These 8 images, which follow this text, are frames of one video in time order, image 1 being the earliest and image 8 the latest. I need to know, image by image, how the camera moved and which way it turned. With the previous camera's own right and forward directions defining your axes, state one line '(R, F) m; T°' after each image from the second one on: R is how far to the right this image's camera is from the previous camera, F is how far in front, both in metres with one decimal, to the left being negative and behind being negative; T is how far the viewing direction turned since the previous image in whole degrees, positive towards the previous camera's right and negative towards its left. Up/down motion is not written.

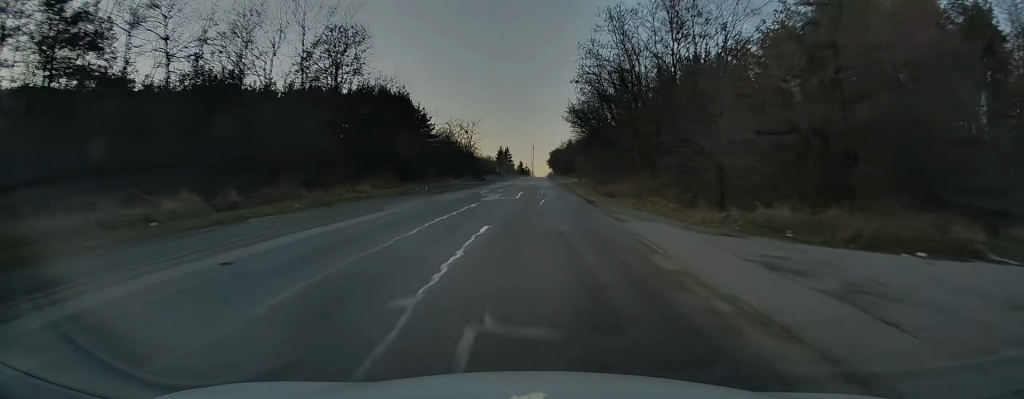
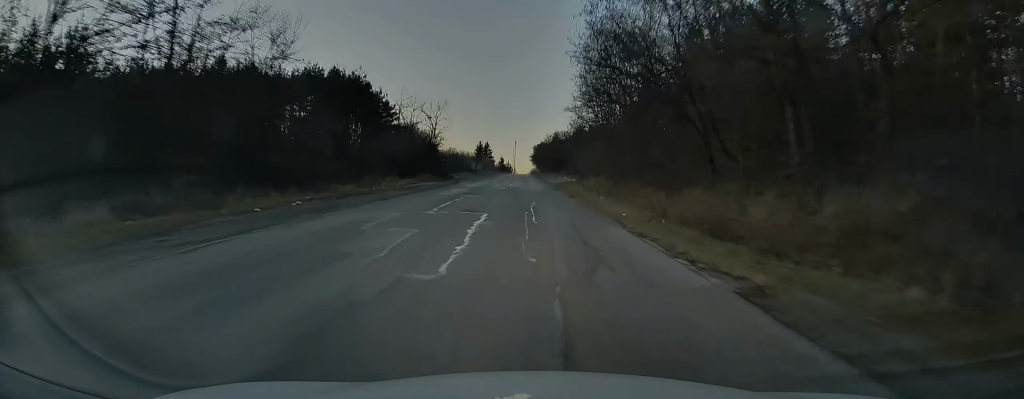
(+0.1, +22.6) m; 0°
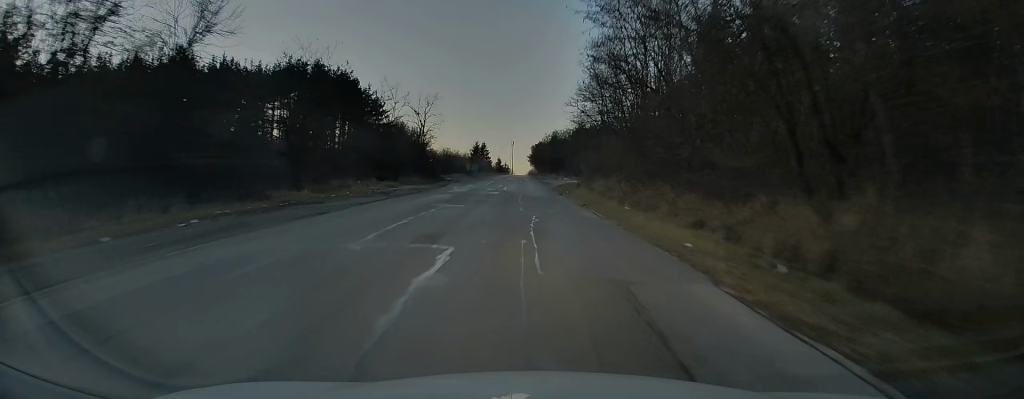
(0.0, +7.4) m; 0°
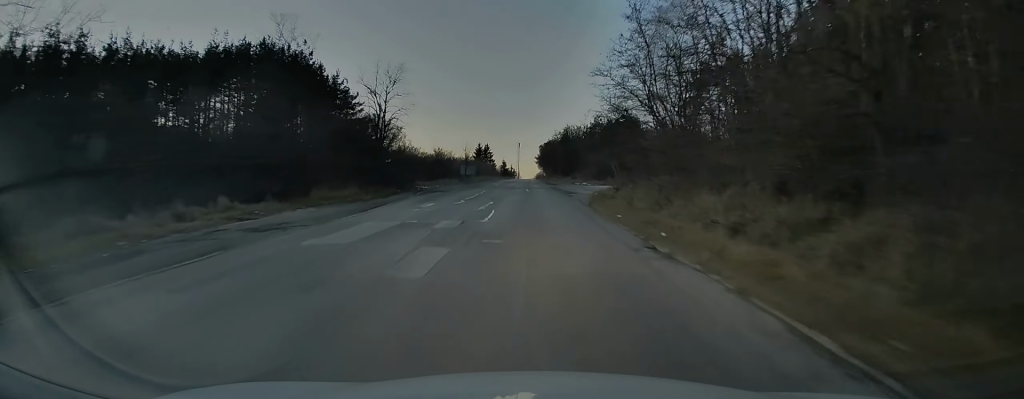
(-0.1, +24.5) m; 0°
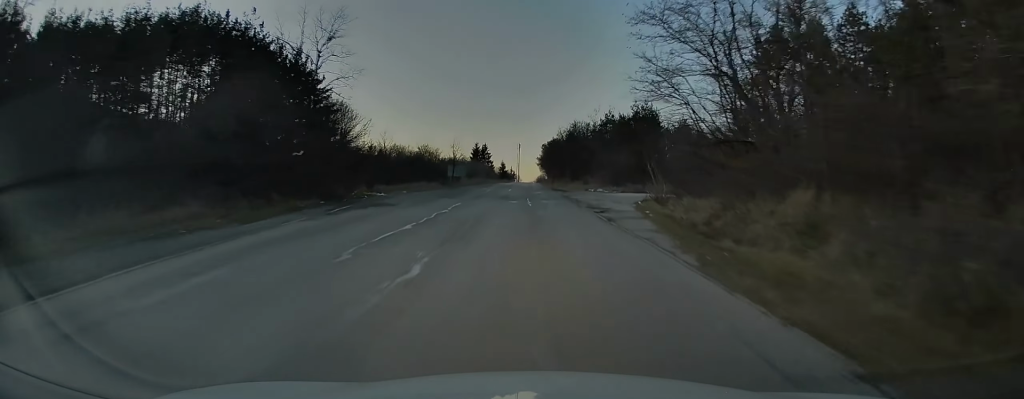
(+0.2, +18.4) m; +1°
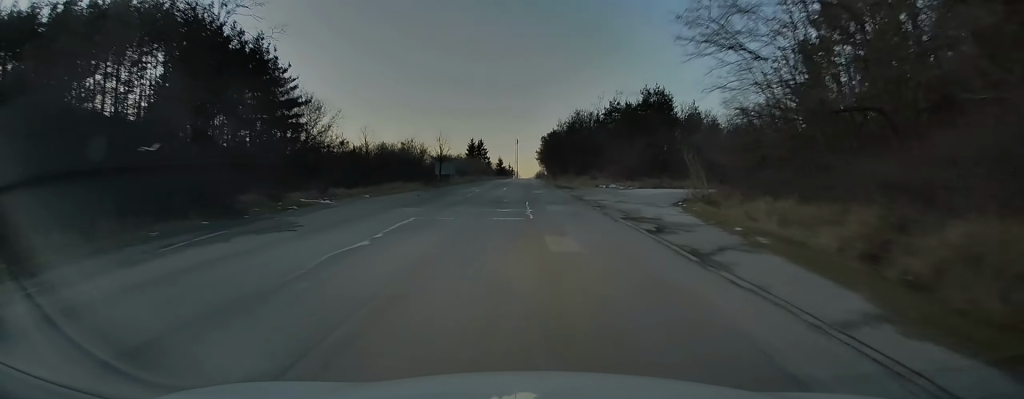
(0.0, +11.2) m; 0°
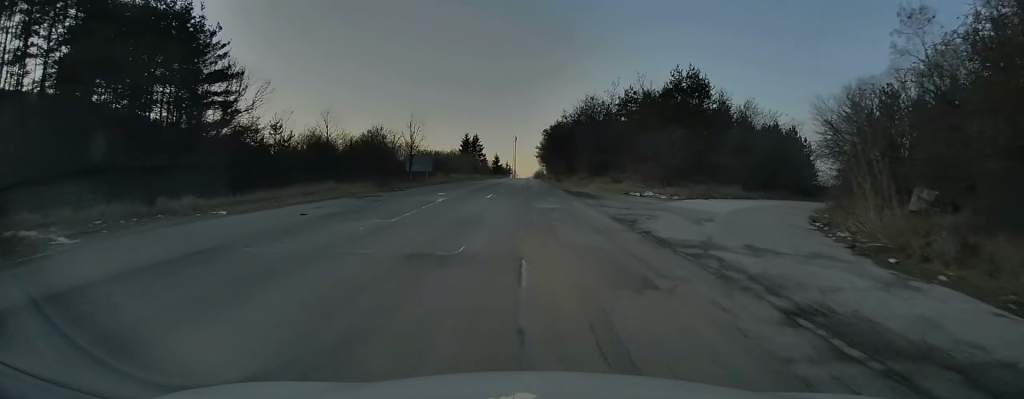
(0.0, +18.1) m; 0°
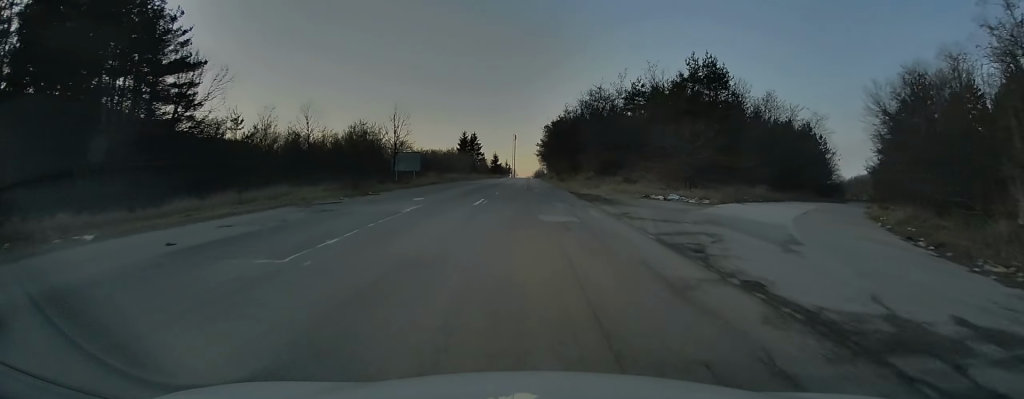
(0.0, +6.8) m; 0°
